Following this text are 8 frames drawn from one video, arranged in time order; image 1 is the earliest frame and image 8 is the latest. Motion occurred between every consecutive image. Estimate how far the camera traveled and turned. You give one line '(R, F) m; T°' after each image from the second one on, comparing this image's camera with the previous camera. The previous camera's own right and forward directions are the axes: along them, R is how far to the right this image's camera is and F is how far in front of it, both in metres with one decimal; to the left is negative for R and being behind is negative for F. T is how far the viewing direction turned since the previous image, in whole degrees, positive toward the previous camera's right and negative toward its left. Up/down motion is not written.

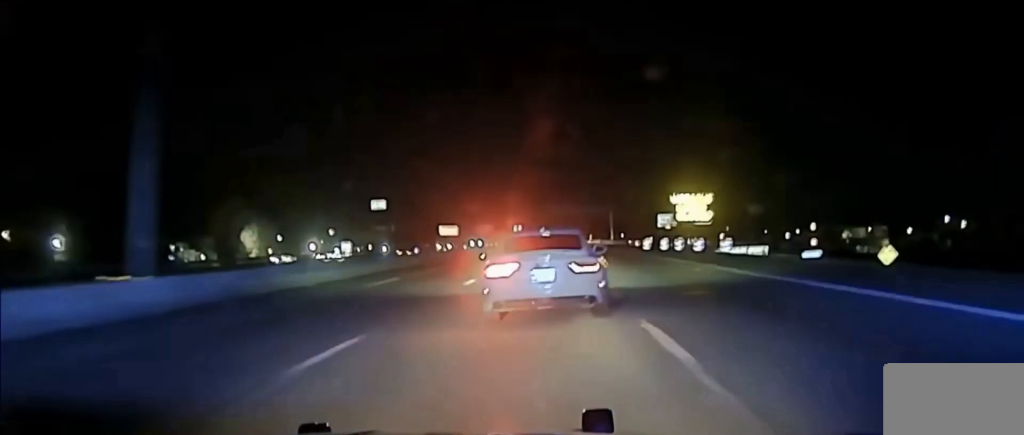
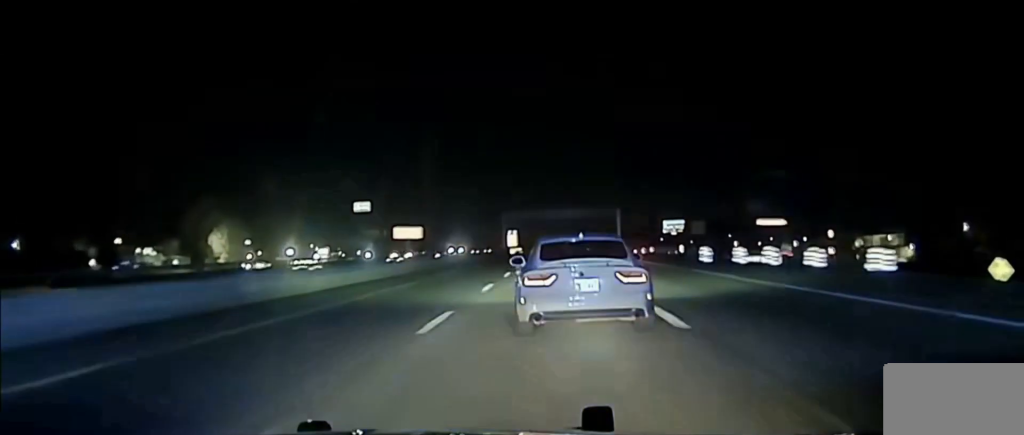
(-0.1, +23.7) m; +1°
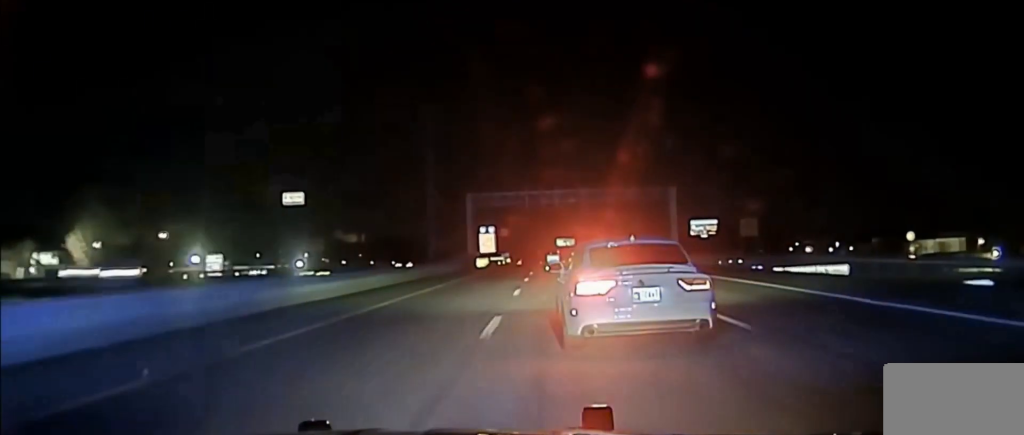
(+1.3, +70.6) m; +1°
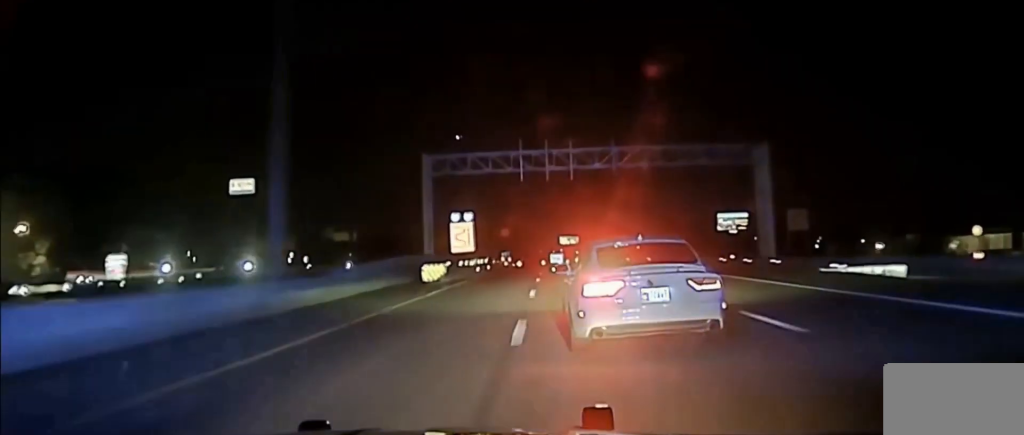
(0.0, +33.8) m; 0°
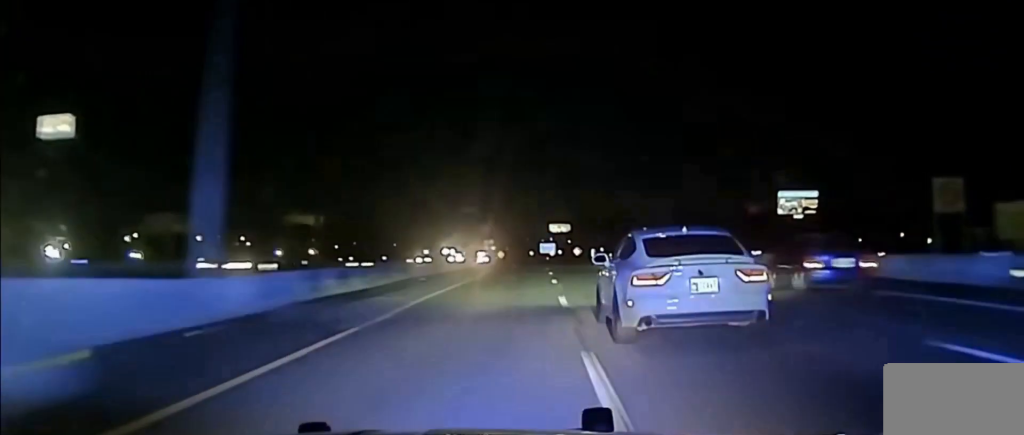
(-0.2, +63.8) m; 0°
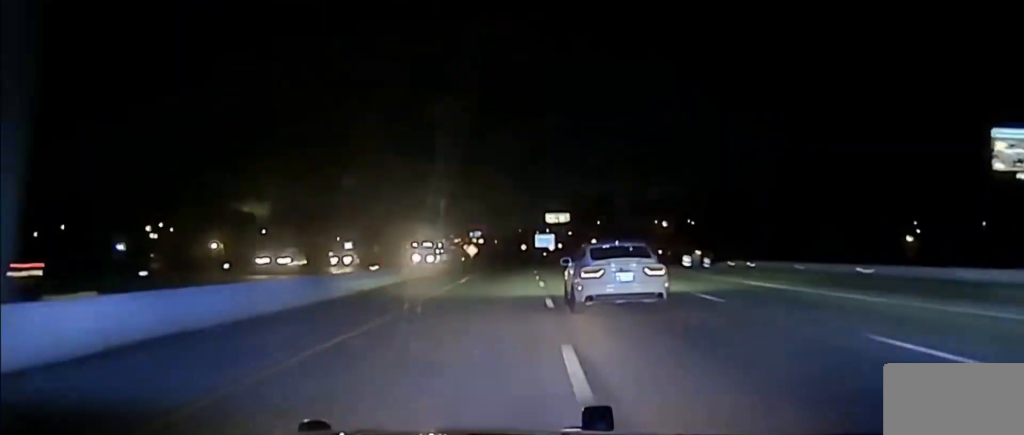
(+0.5, +88.0) m; +1°
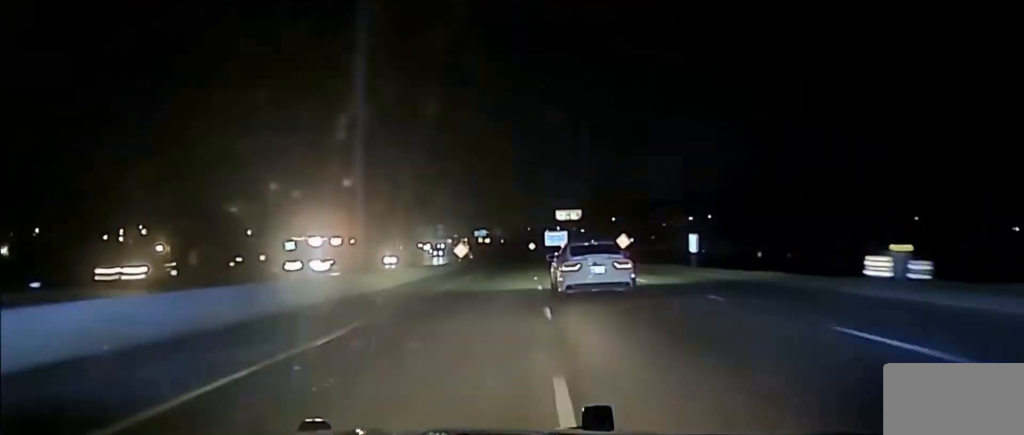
(0.0, +33.7) m; 0°
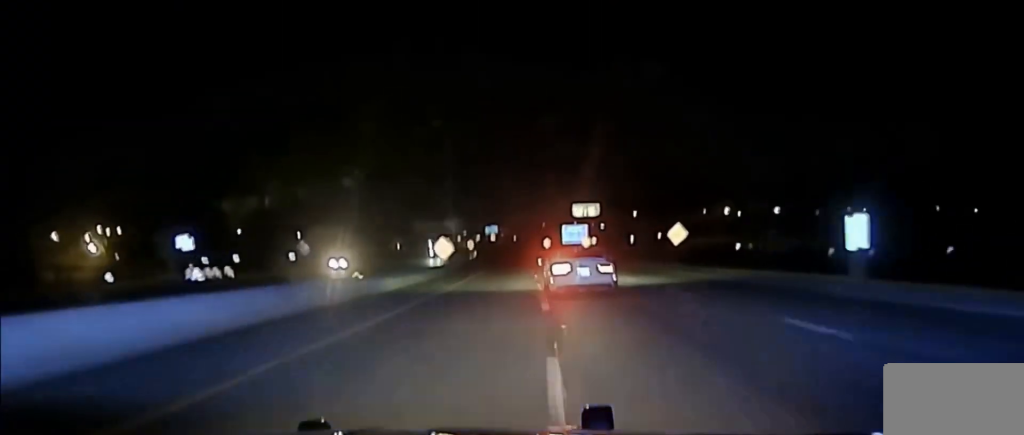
(0.0, +31.4) m; 0°
